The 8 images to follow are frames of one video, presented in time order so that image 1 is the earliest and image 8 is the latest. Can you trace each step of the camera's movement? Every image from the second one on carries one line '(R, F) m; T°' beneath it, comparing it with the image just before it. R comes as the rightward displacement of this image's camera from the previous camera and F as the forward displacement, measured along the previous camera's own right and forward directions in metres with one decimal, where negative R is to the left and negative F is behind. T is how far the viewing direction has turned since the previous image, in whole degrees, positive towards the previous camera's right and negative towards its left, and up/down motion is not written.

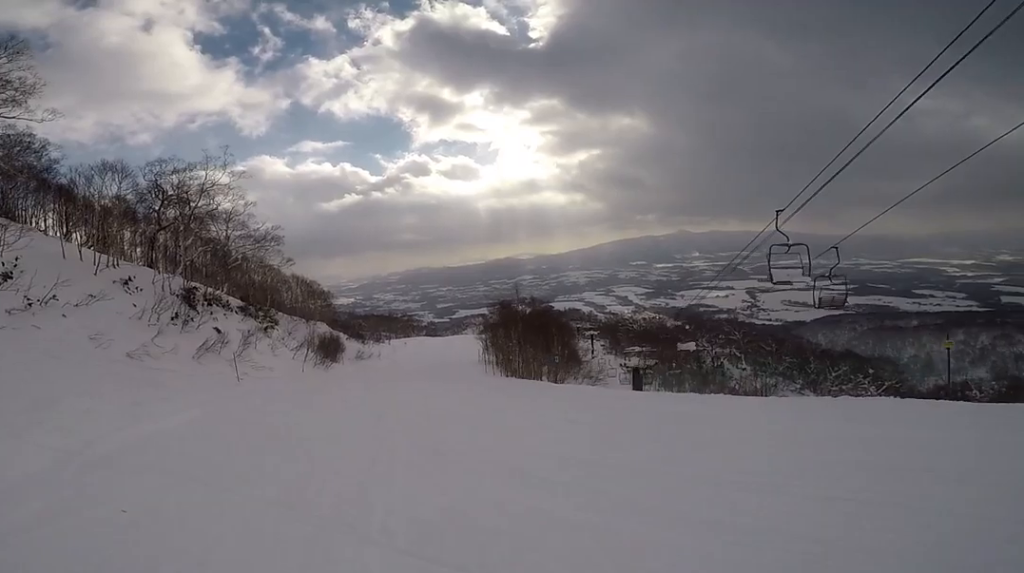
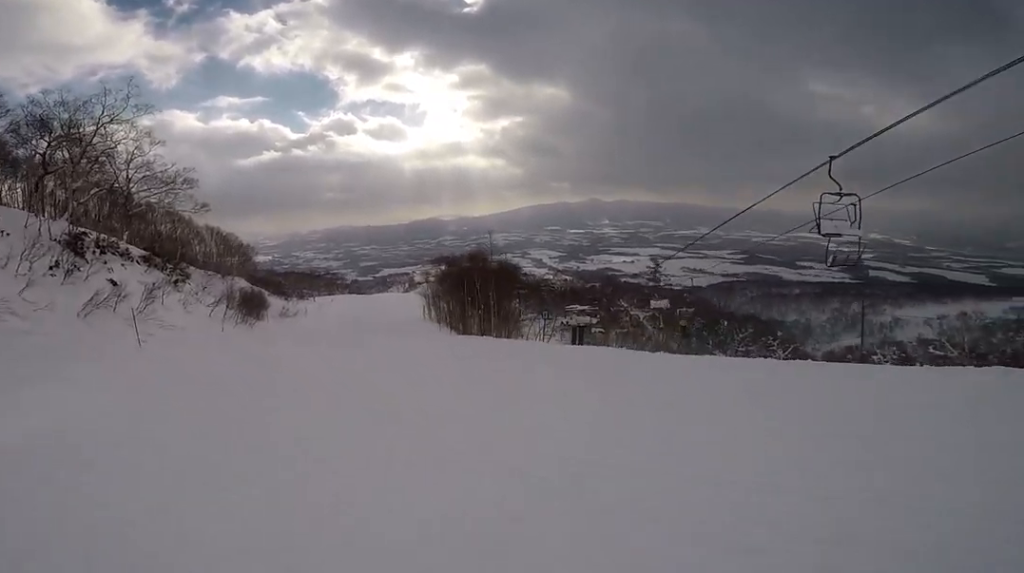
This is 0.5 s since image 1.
(-0.8, +4.3) m; +3°
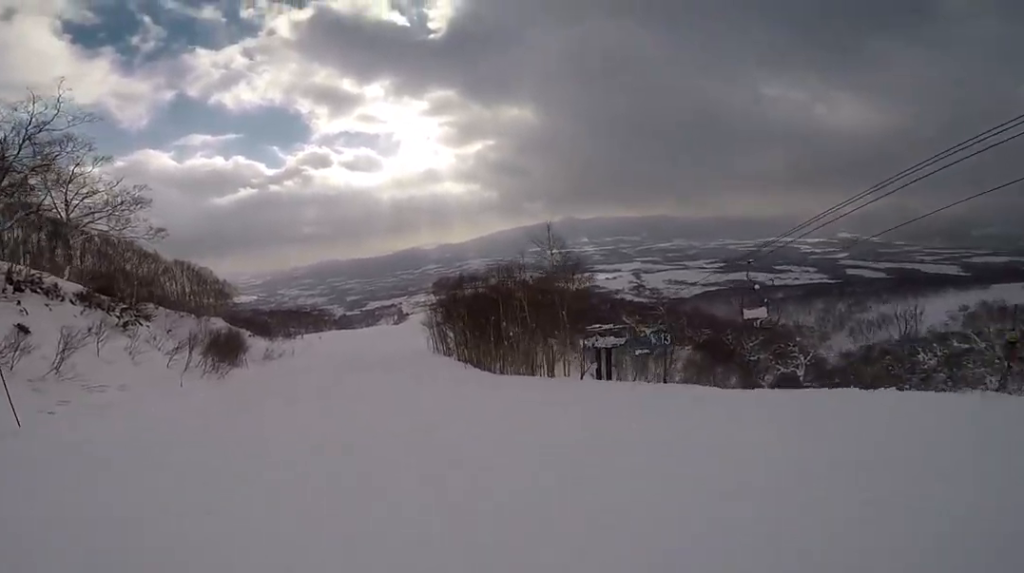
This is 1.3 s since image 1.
(+1.2, +6.7) m; +13°
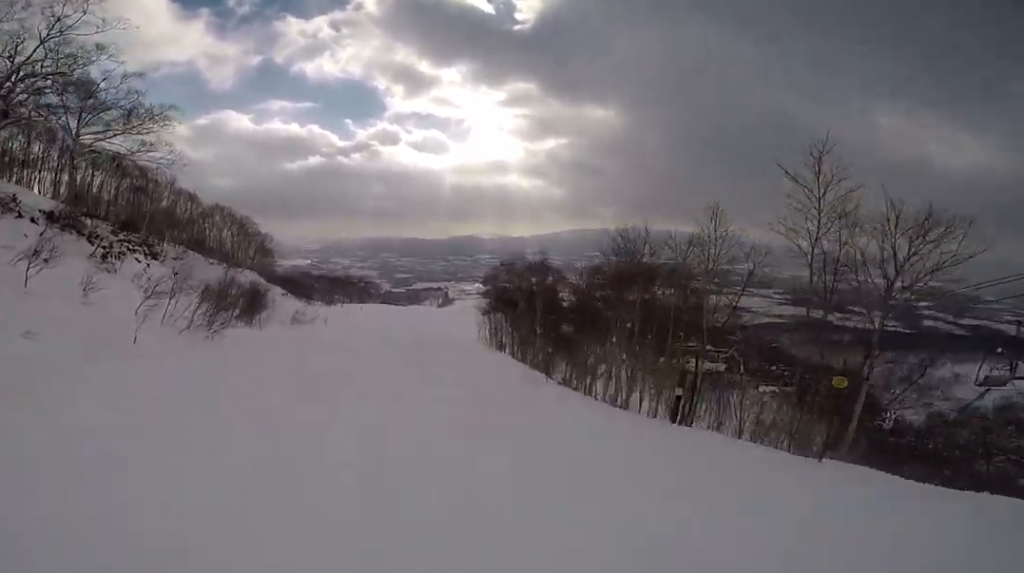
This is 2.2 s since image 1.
(+1.0, +7.5) m; +6°
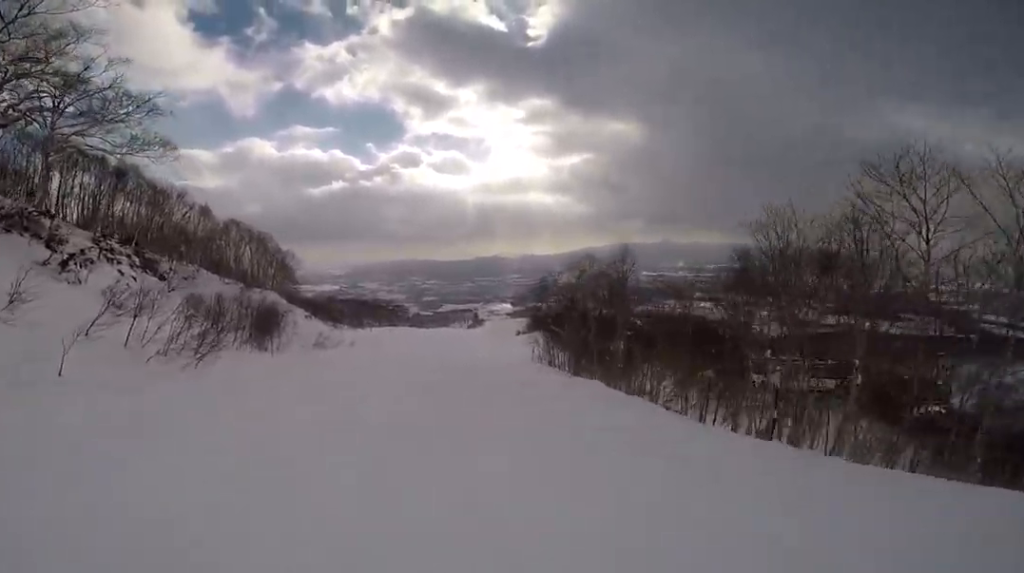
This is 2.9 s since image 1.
(+0.2, +5.7) m; -2°
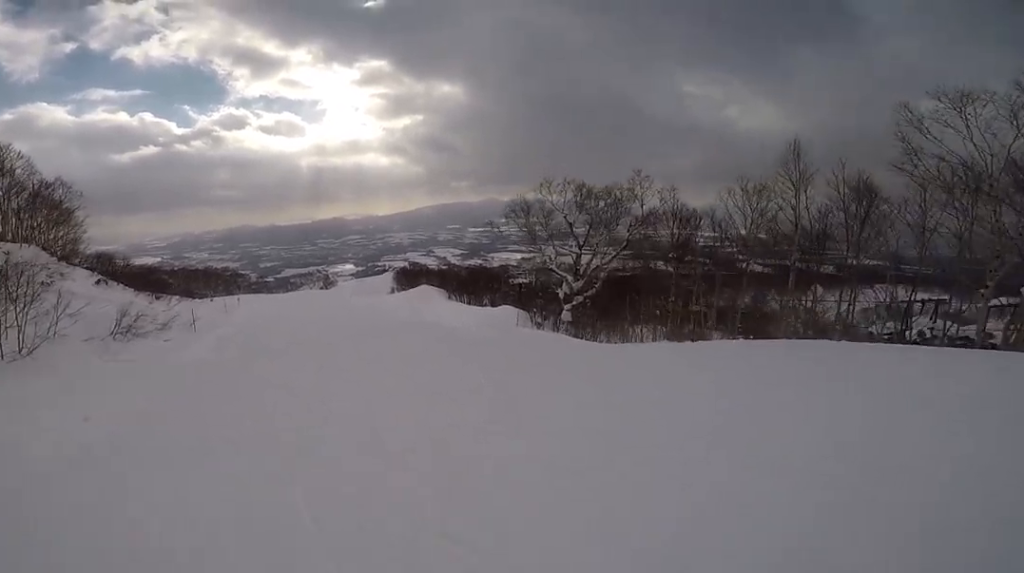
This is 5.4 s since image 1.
(-1.8, +21.6) m; +10°
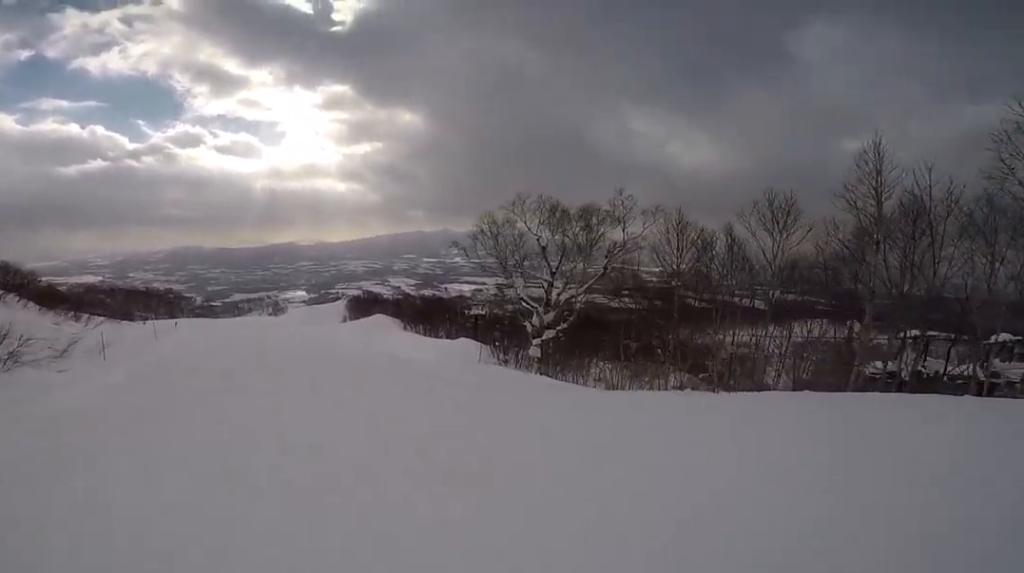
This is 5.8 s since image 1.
(+0.2, +3.9) m; +7°
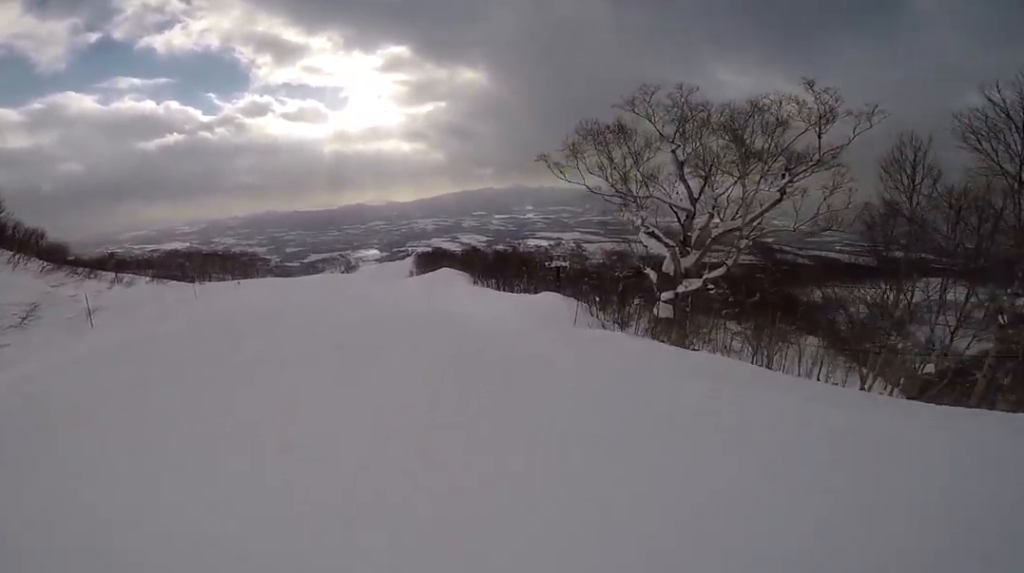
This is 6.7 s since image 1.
(+1.2, +7.1) m; +5°
